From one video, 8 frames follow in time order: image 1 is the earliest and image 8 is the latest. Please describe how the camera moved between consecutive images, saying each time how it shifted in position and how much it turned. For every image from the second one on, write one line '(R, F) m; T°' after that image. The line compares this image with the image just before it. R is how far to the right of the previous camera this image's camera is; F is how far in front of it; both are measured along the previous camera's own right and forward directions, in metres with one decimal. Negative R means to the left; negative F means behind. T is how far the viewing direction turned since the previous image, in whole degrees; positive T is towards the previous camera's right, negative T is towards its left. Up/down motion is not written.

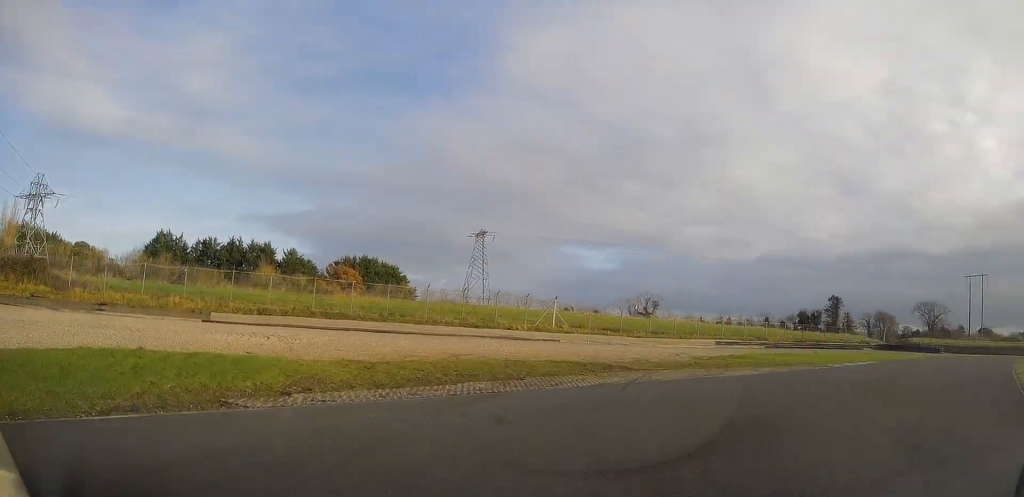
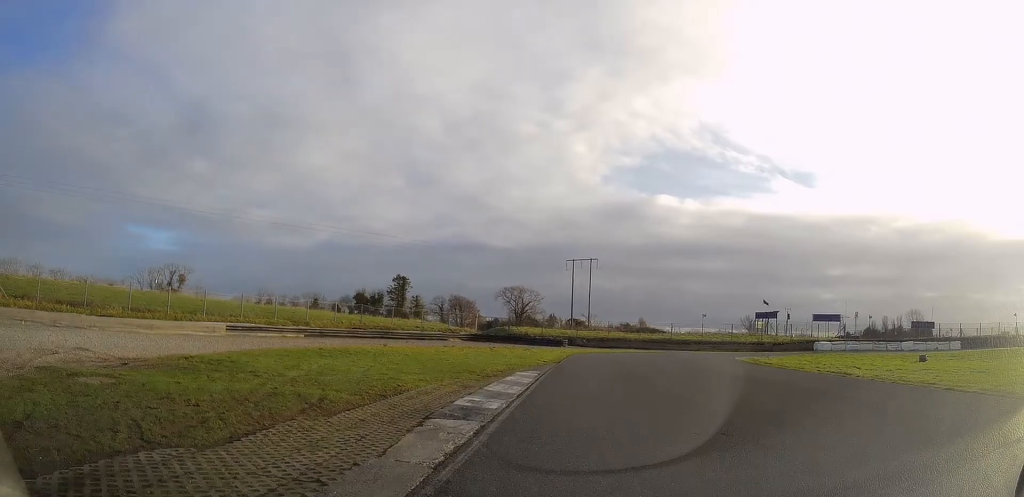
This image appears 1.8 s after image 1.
(+11.0, +23.2) m; +42°
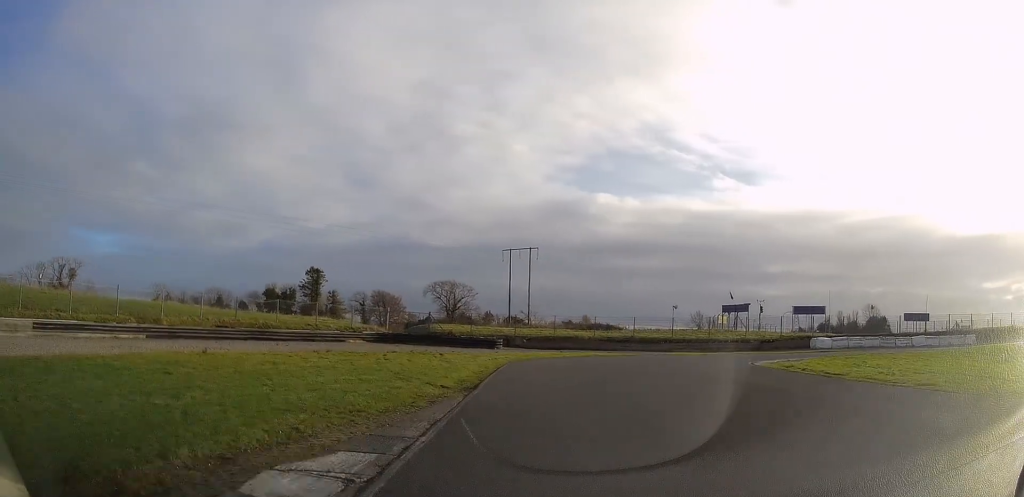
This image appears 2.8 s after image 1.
(+1.8, +15.1) m; +14°
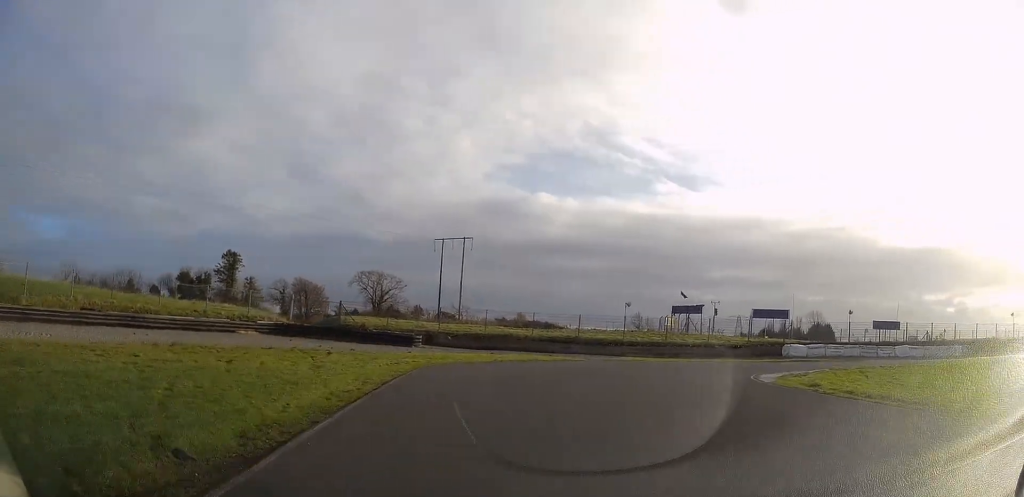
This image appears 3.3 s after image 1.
(+0.4, +8.6) m; +9°
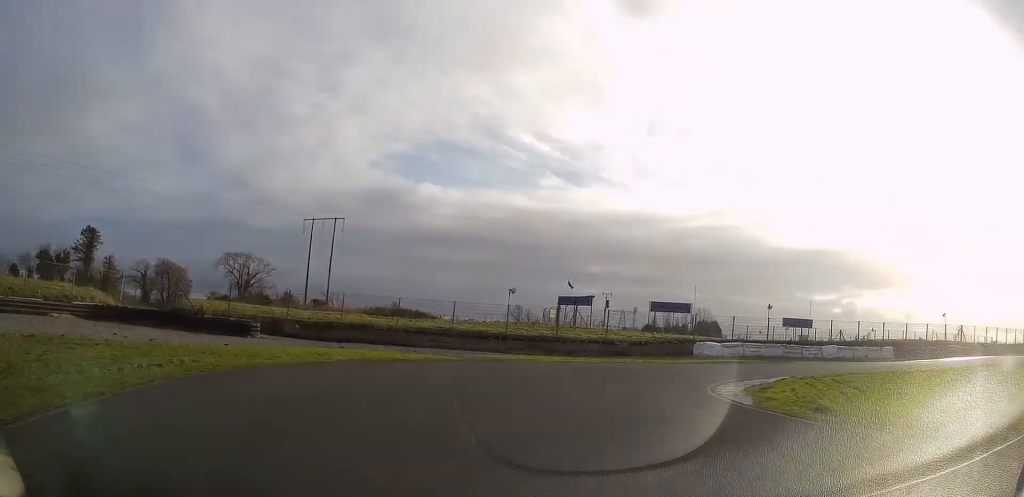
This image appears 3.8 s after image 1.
(+0.6, +8.2) m; +10°
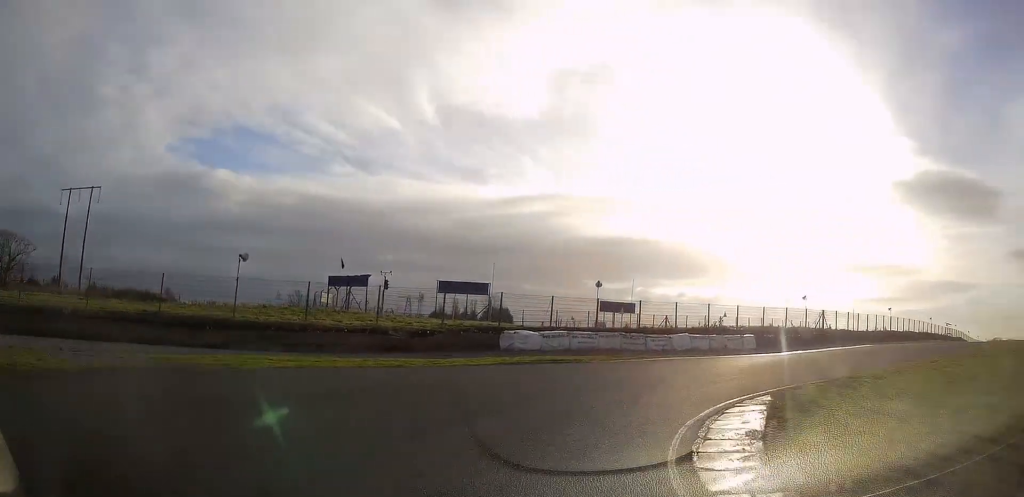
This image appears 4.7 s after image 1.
(+2.3, +13.3) m; +20°
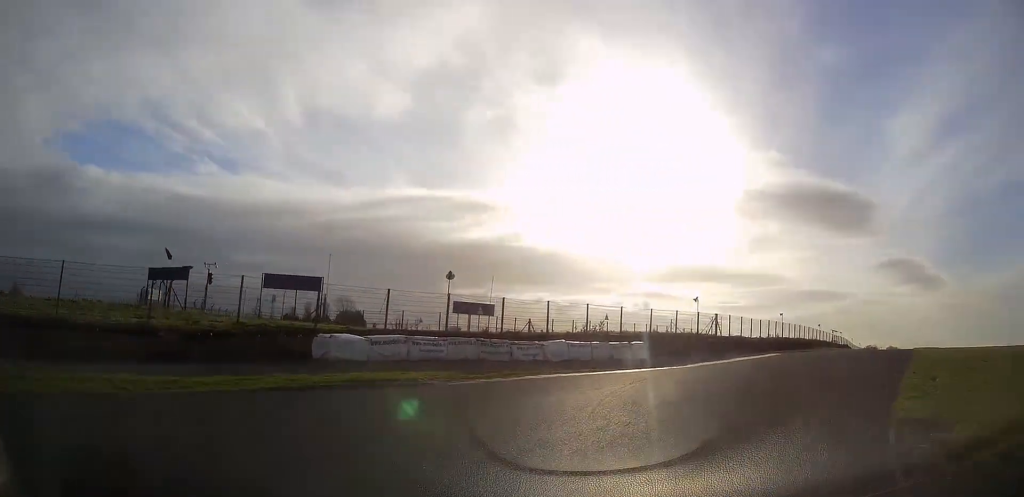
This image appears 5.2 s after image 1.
(+0.6, +9.4) m; +14°
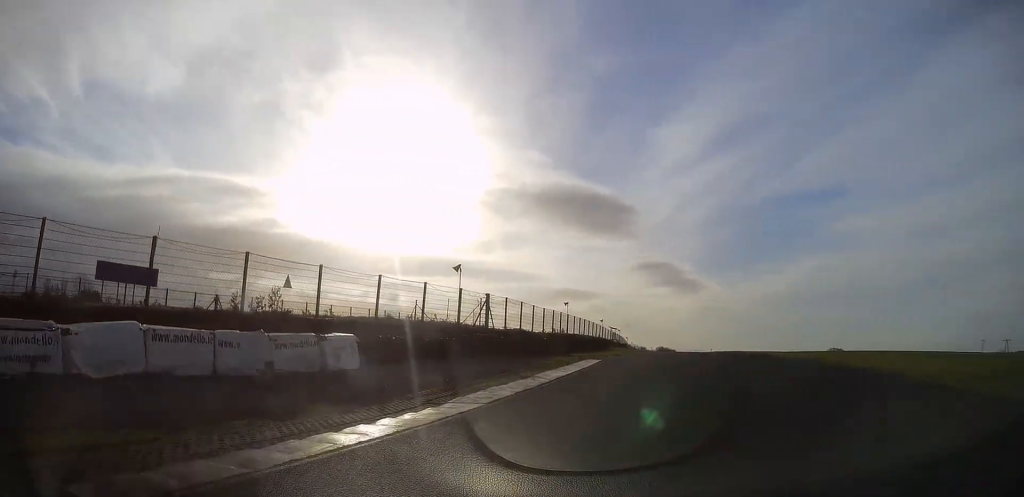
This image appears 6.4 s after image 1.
(+5.2, +21.1) m; +21°
